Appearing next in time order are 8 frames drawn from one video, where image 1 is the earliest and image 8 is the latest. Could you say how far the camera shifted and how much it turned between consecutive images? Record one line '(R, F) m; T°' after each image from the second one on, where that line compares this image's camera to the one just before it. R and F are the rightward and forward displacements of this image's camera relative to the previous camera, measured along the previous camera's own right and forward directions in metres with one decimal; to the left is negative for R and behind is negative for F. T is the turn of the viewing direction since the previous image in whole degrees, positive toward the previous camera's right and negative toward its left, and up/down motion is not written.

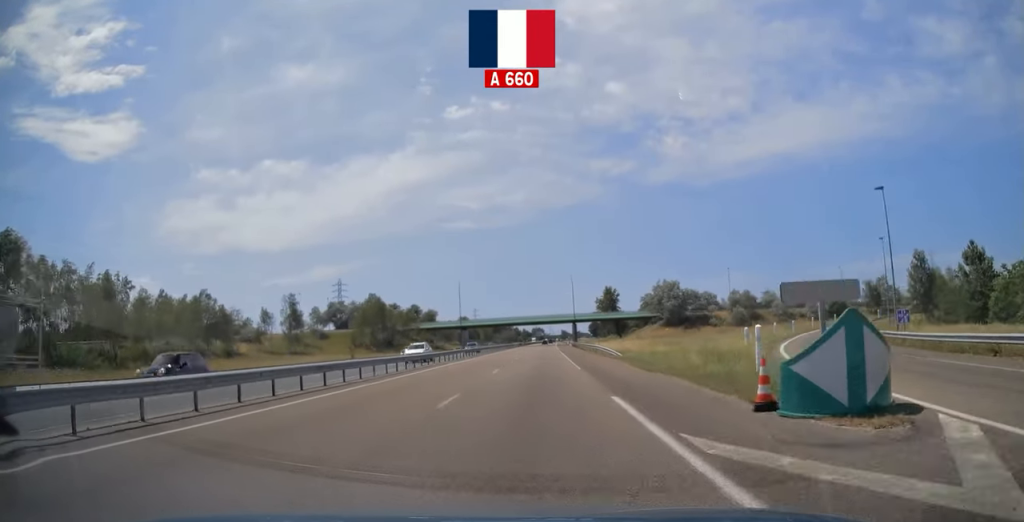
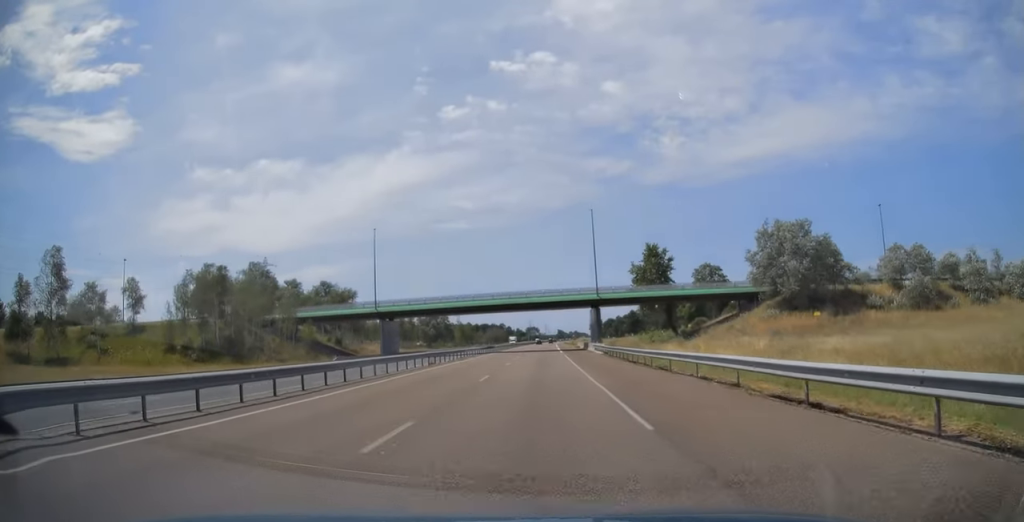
(-1.0, +69.7) m; -1°
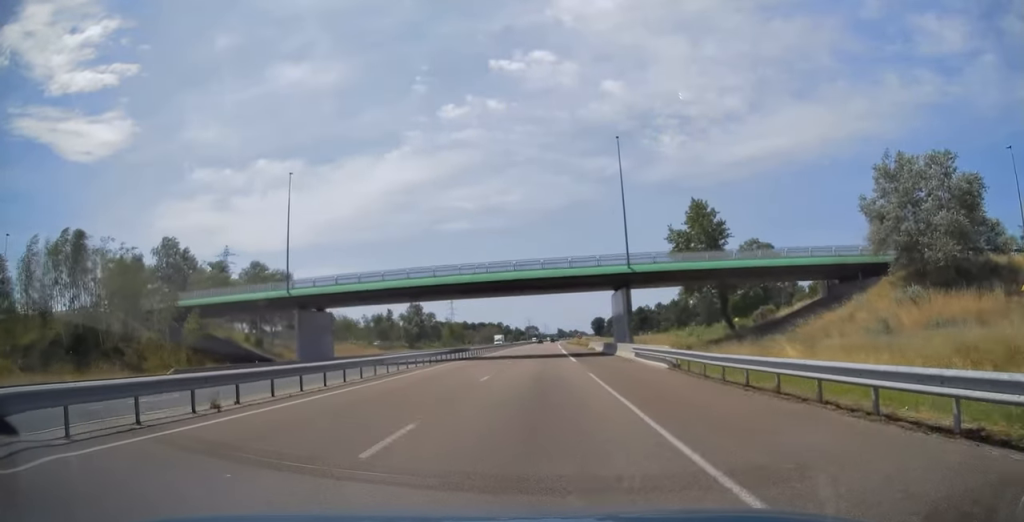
(+0.3, +26.3) m; +1°
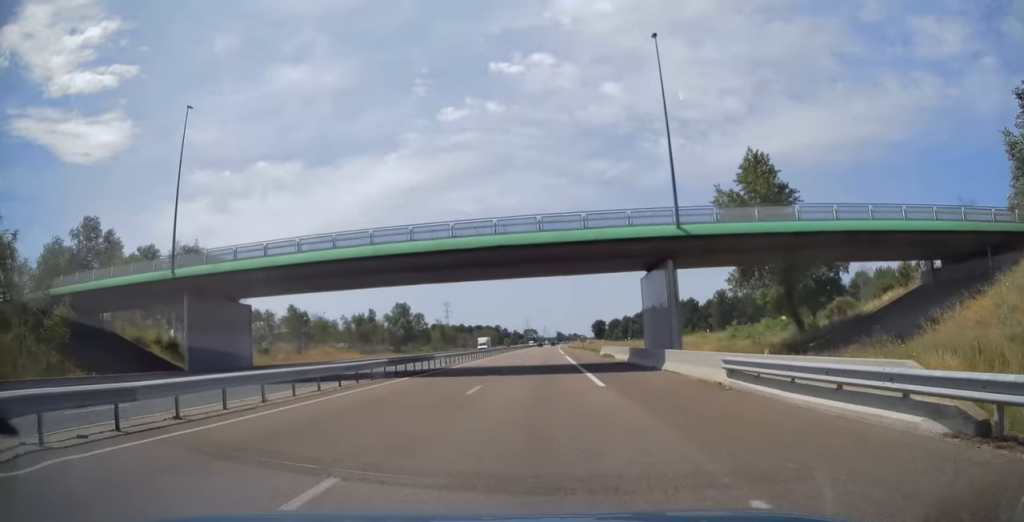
(0.0, +16.6) m; 0°
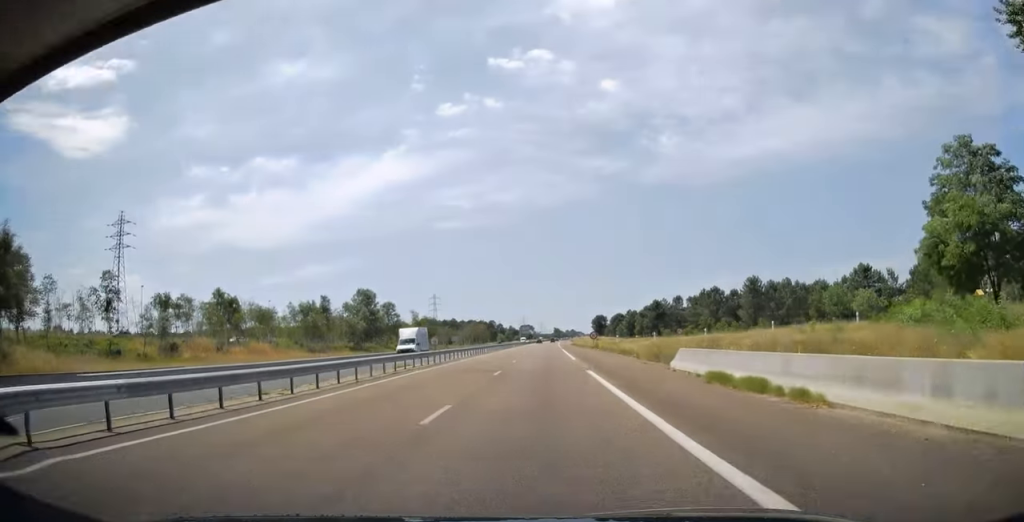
(+0.2, +32.2) m; 0°
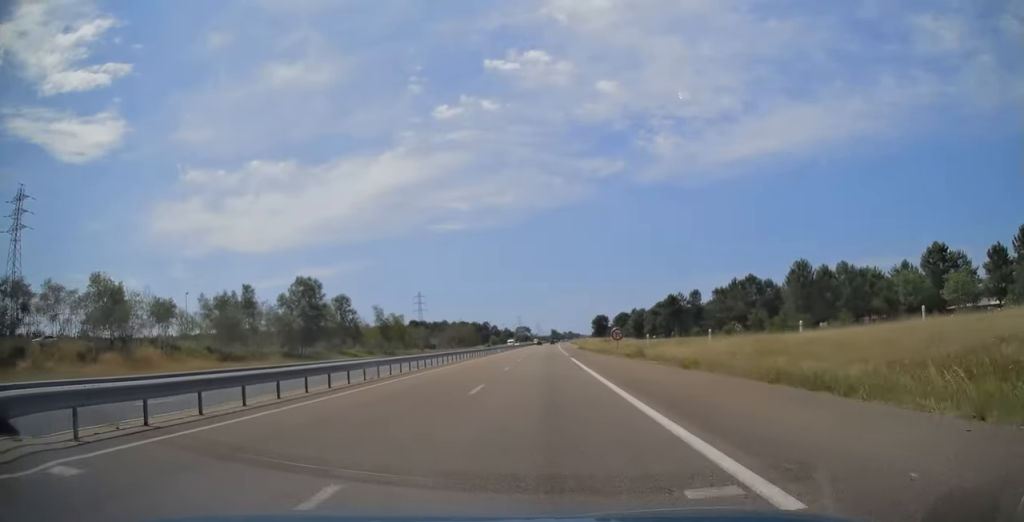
(-0.1, +32.7) m; 0°
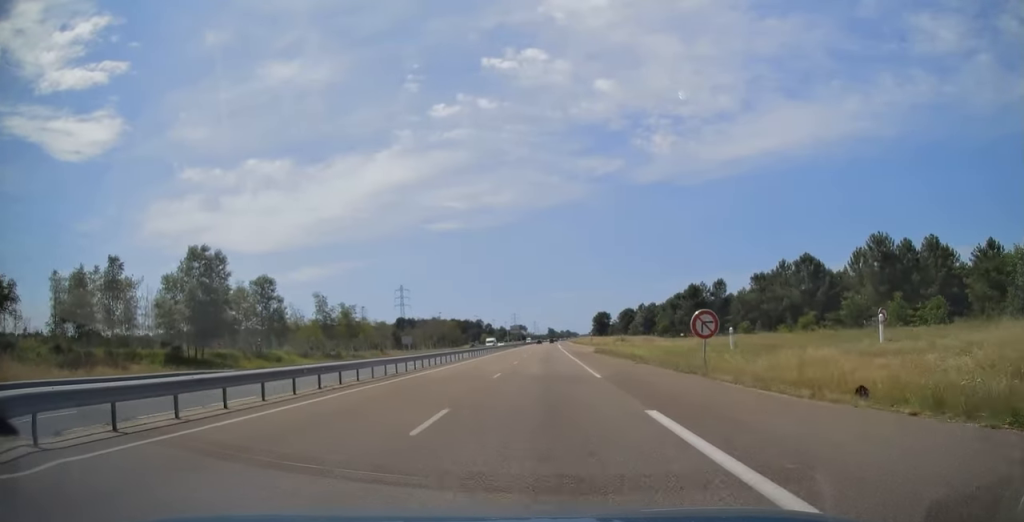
(-0.2, +32.8) m; 0°
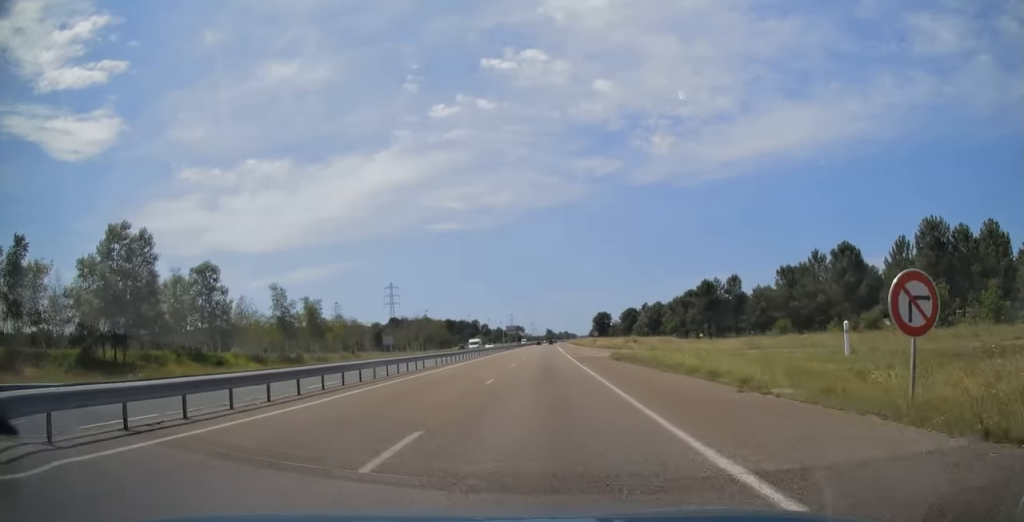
(-0.1, +15.6) m; 0°
